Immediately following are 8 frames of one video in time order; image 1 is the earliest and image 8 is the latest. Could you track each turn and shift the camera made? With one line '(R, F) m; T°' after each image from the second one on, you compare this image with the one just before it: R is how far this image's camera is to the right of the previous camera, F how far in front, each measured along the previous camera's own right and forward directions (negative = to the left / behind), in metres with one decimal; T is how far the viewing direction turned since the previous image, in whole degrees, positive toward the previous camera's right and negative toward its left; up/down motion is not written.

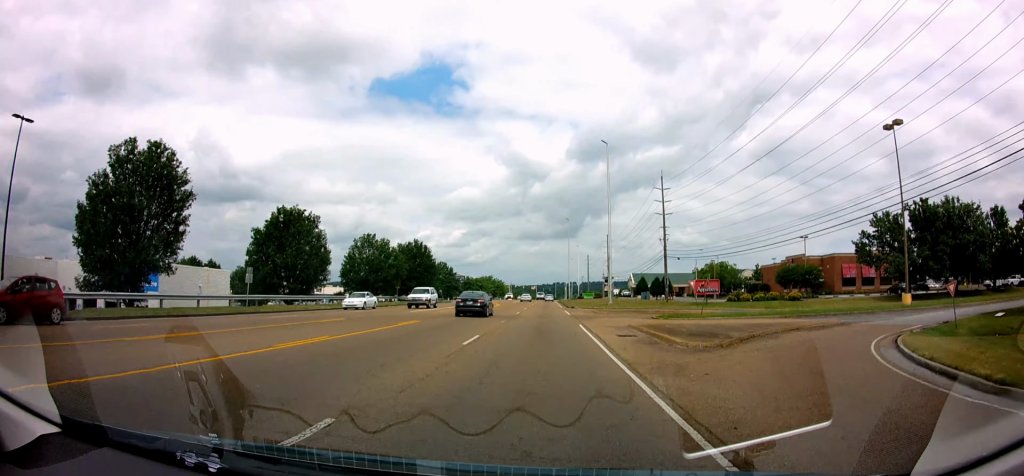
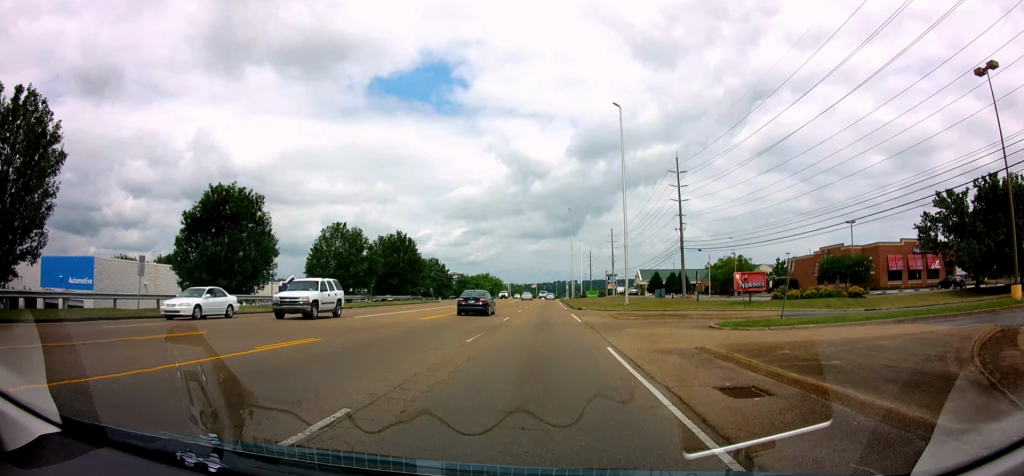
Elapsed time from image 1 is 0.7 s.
(+0.1, +11.7) m; 0°
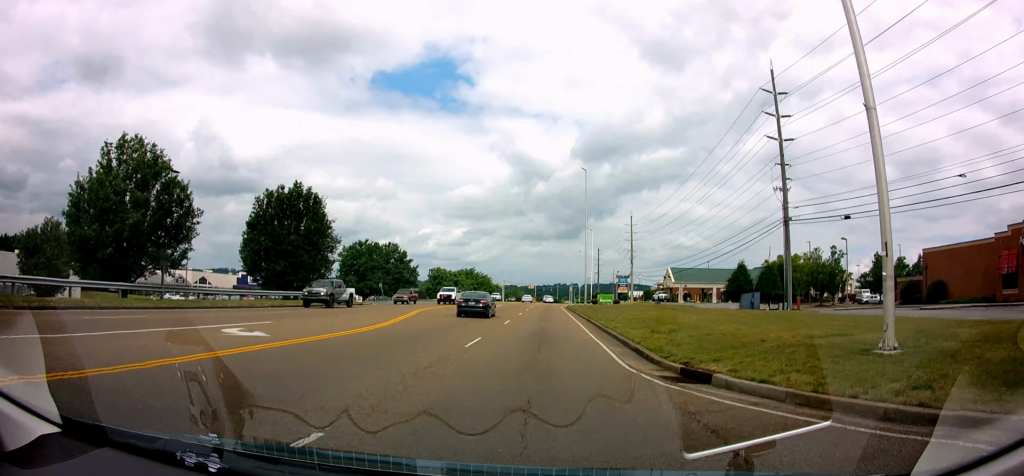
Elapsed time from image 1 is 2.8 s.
(-0.5, +37.3) m; 0°
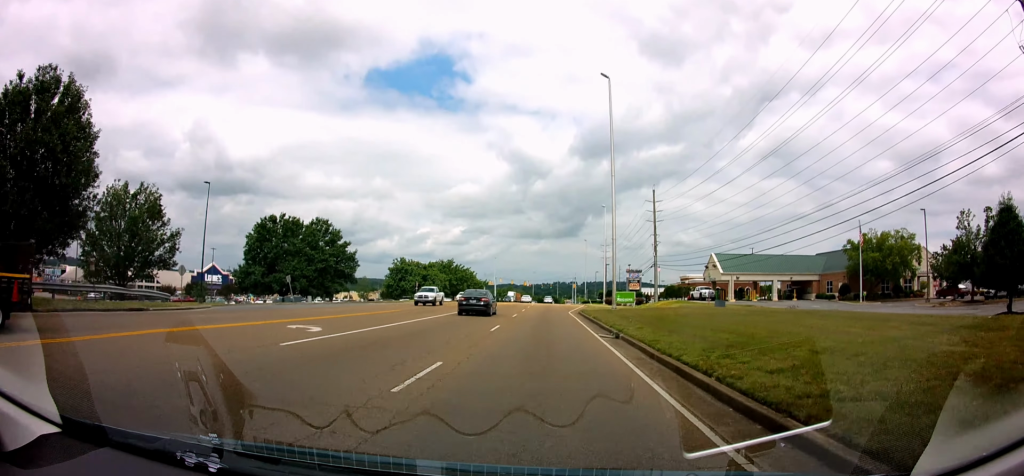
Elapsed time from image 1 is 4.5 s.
(+0.3, +30.6) m; 0°
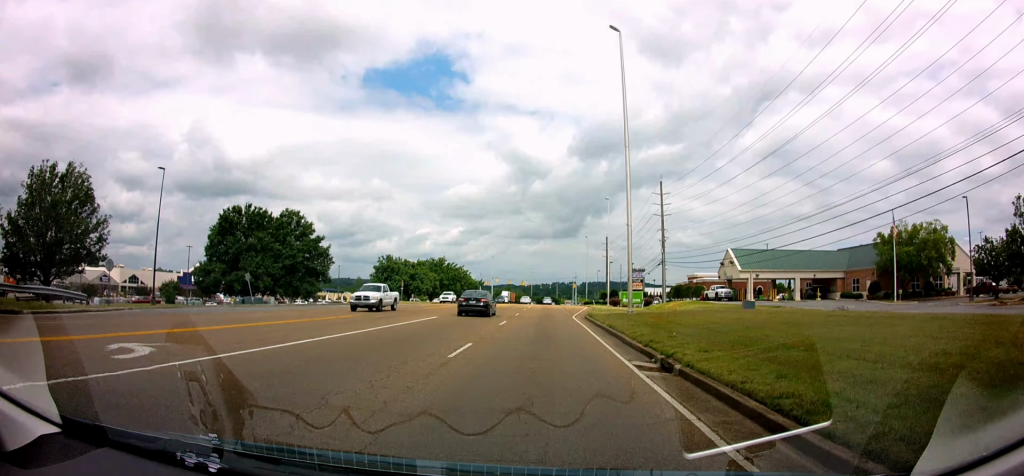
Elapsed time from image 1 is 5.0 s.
(-0.1, +8.4) m; 0°
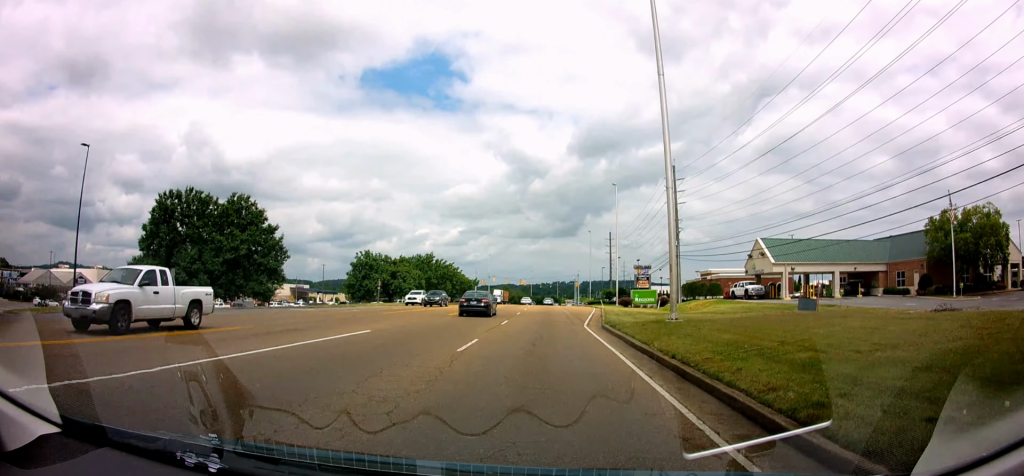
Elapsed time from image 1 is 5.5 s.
(-0.1, +10.6) m; 0°
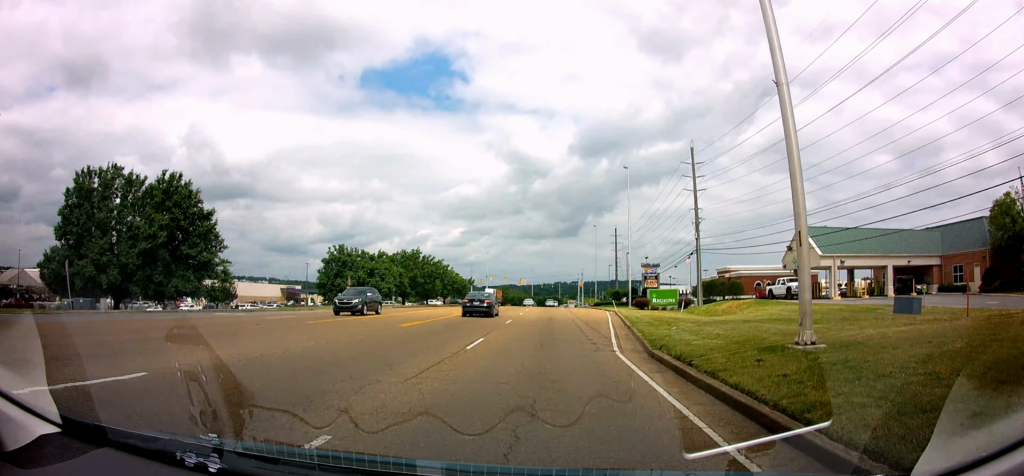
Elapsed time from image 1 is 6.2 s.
(+0.2, +11.4) m; -1°
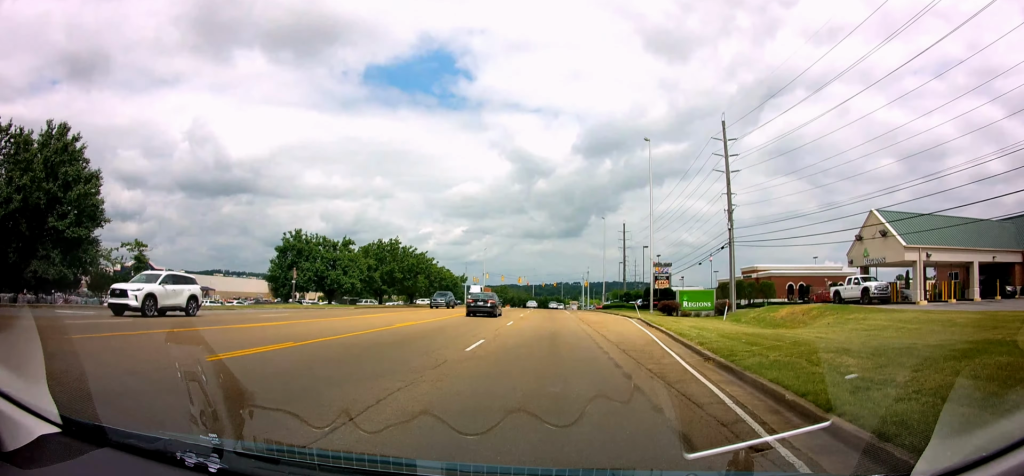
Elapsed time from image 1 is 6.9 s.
(-0.2, +12.9) m; 0°
